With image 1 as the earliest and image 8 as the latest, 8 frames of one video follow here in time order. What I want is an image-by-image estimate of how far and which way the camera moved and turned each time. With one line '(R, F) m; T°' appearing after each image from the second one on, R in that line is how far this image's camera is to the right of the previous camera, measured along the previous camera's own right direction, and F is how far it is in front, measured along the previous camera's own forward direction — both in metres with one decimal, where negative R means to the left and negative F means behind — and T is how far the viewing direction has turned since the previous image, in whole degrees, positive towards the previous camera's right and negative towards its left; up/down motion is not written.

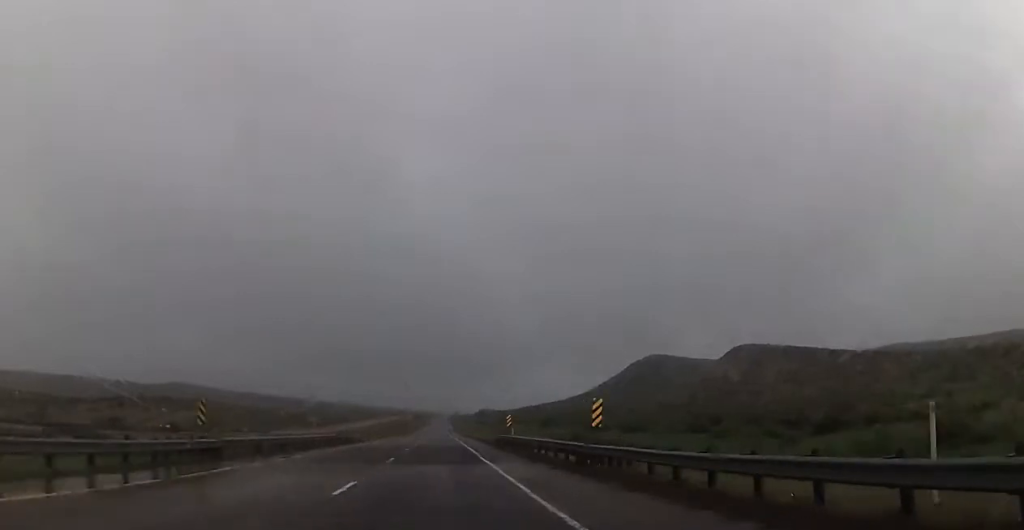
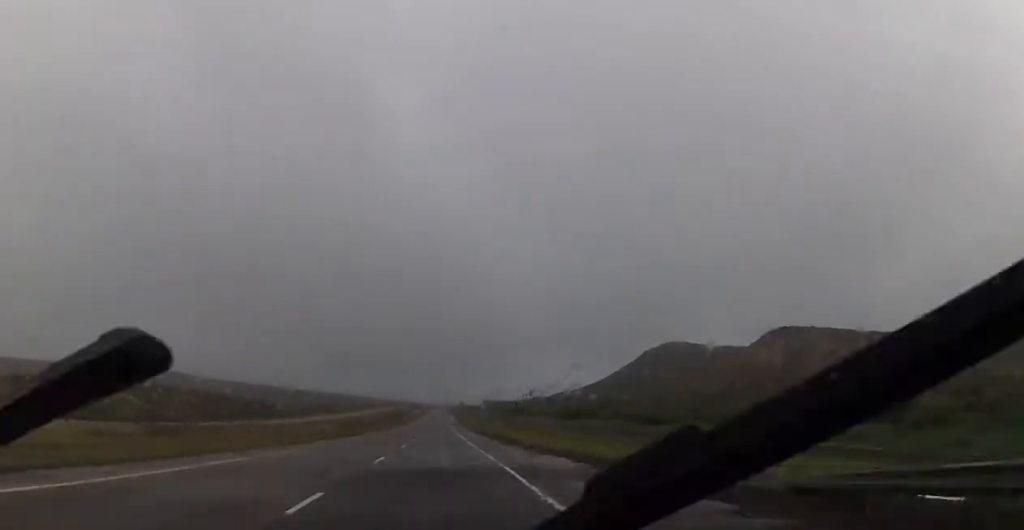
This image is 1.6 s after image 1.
(-0.2, +53.2) m; -1°
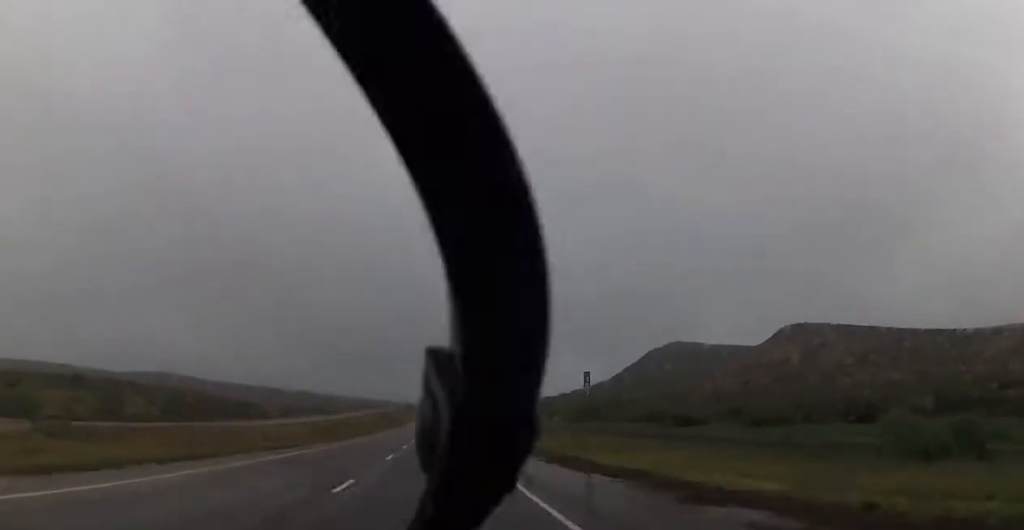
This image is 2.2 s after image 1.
(-0.1, +20.3) m; 0°
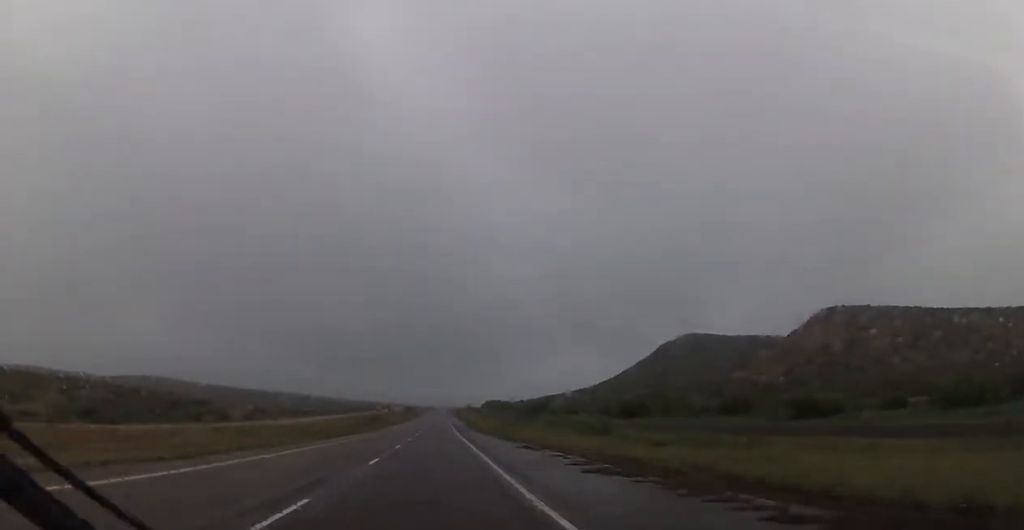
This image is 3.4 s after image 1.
(+0.3, +41.8) m; 0°
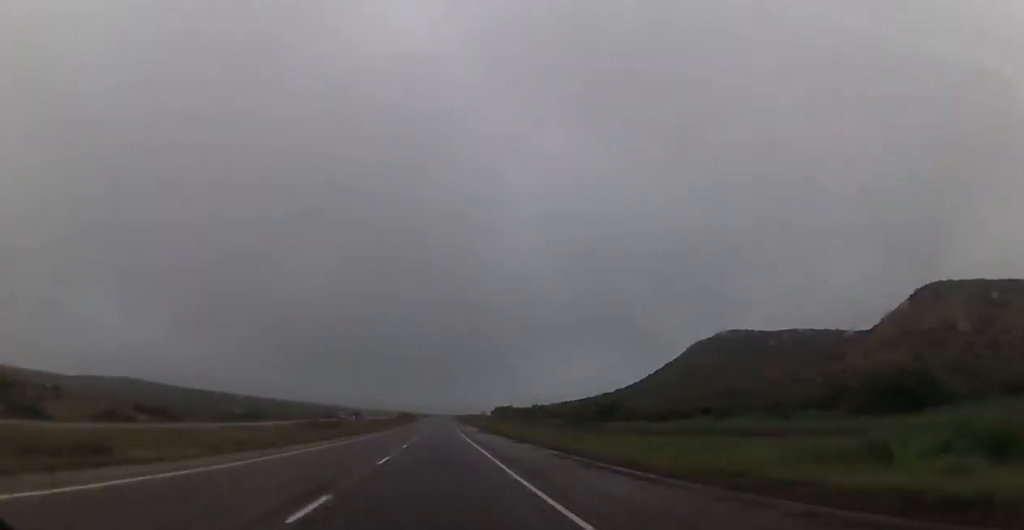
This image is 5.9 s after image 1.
(-0.1, +84.8) m; 0°
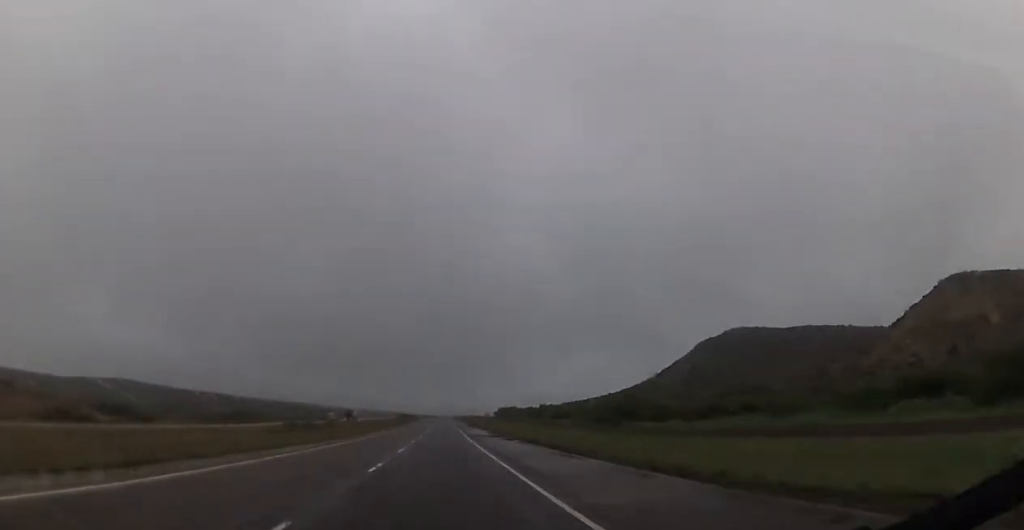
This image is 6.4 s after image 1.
(-0.2, +15.8) m; 0°
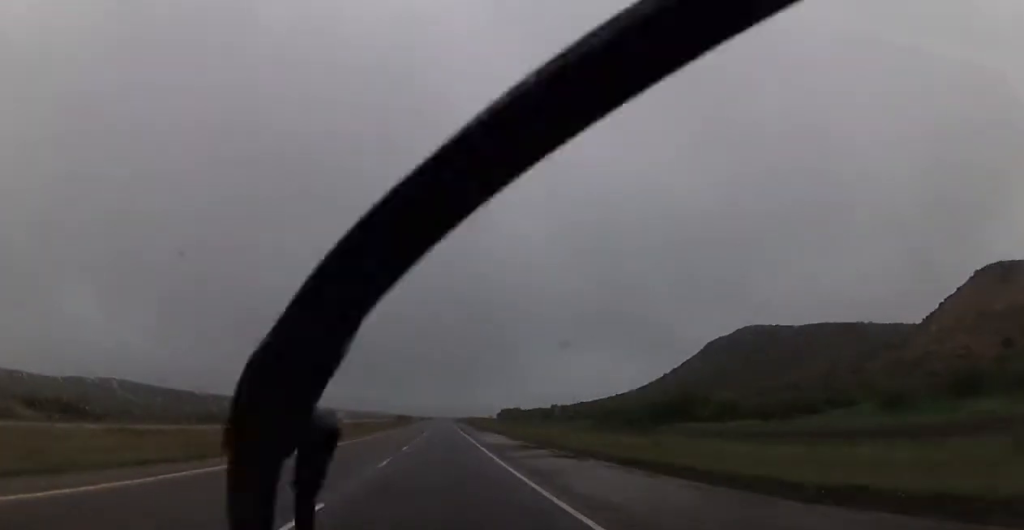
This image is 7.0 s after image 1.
(+0.2, +22.6) m; 0°
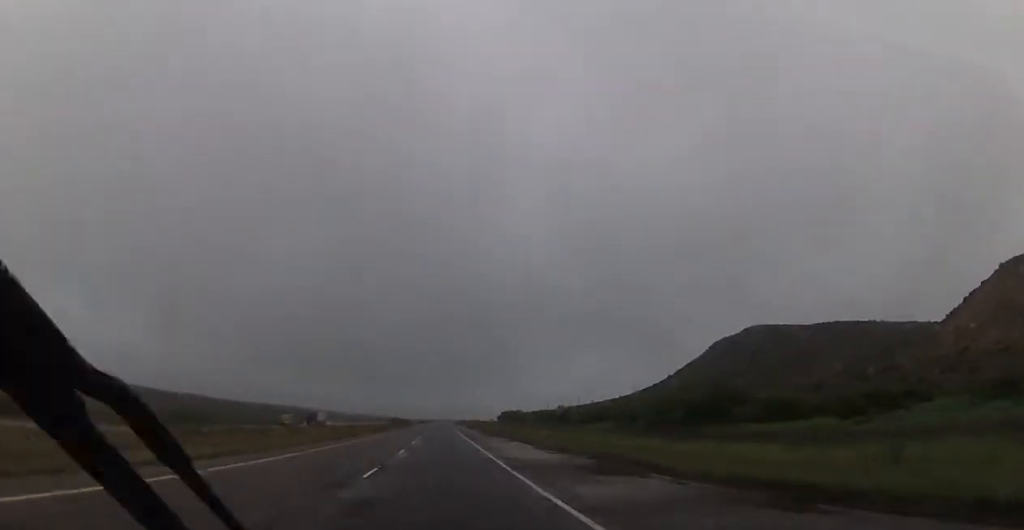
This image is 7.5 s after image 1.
(+0.3, +15.8) m; 0°
